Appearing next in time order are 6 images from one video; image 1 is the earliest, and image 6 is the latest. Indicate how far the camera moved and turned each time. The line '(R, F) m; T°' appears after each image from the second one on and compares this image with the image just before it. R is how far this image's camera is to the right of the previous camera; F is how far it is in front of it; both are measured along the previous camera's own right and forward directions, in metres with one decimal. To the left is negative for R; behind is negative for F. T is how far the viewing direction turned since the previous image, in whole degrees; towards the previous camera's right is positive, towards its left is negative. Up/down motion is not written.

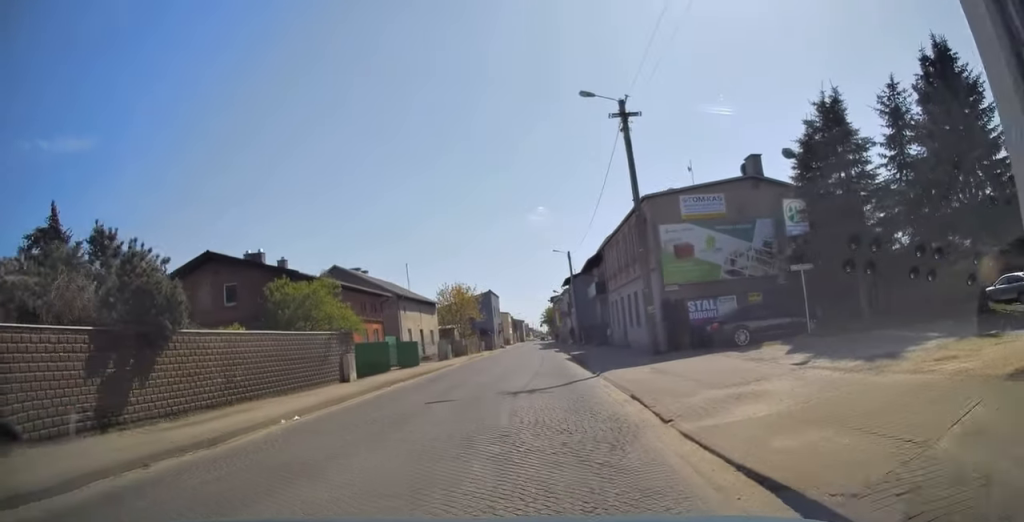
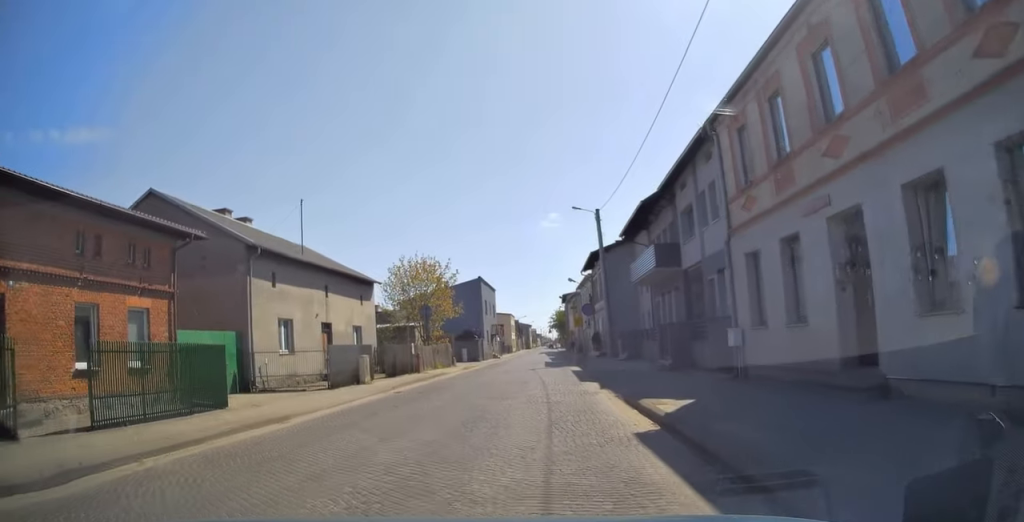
(-0.1, +25.0) m; 0°
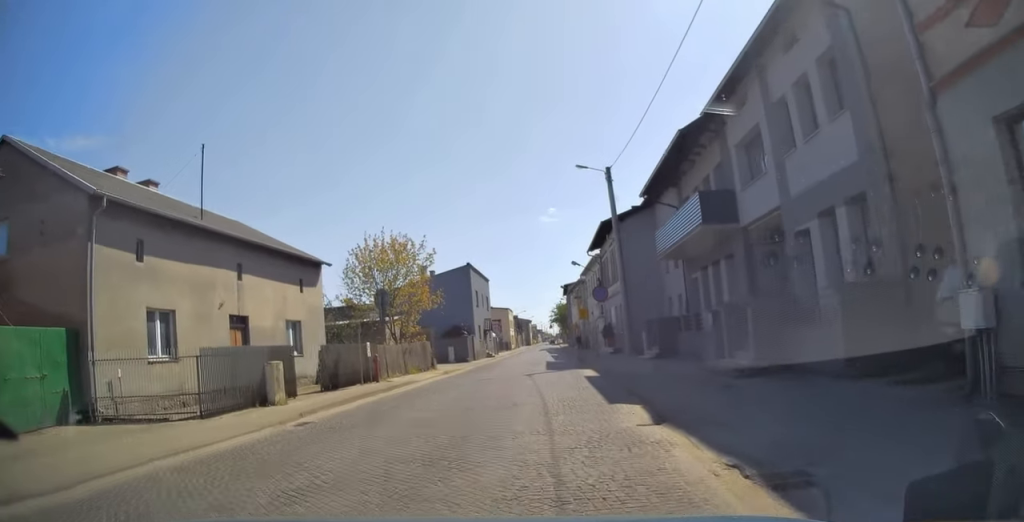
(+0.1, +8.6) m; 0°
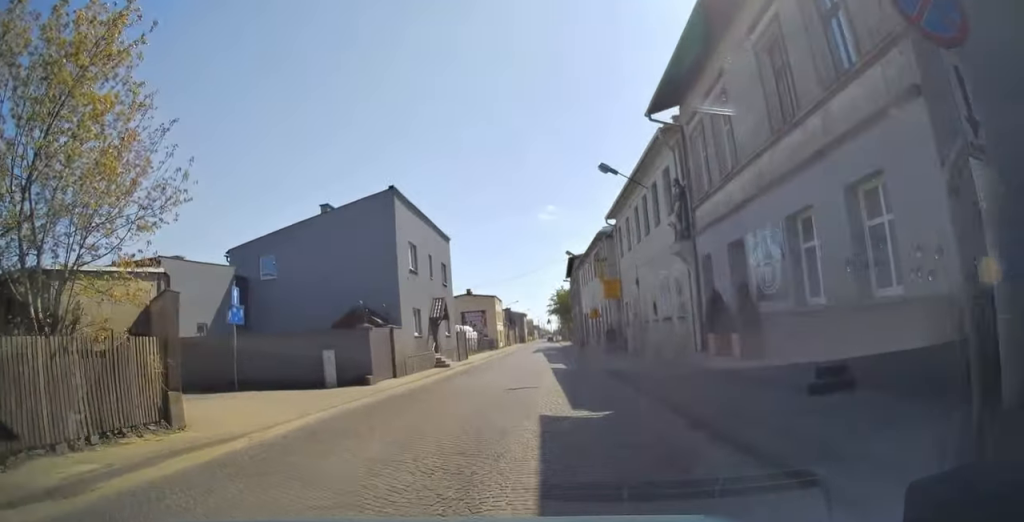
(-0.1, +27.0) m; 0°
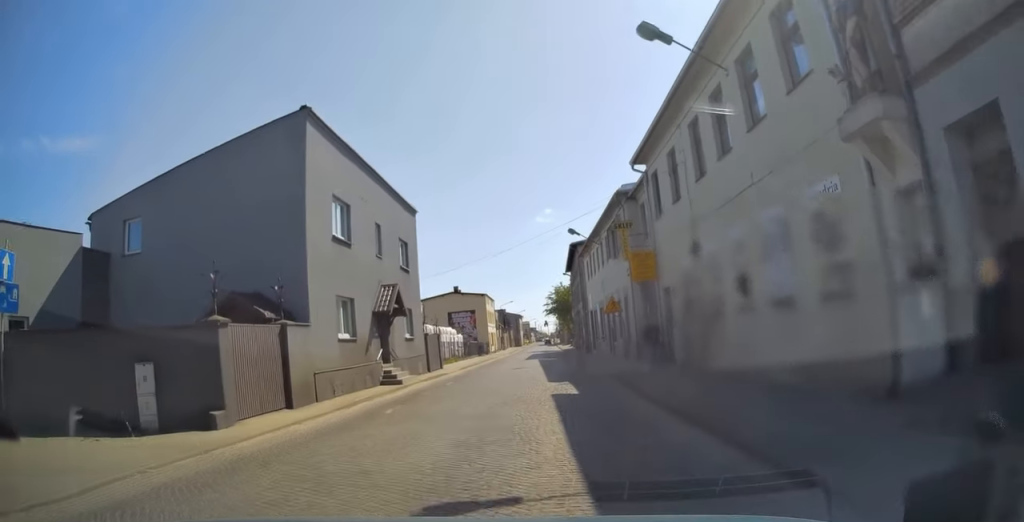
(+0.1, +10.7) m; 0°
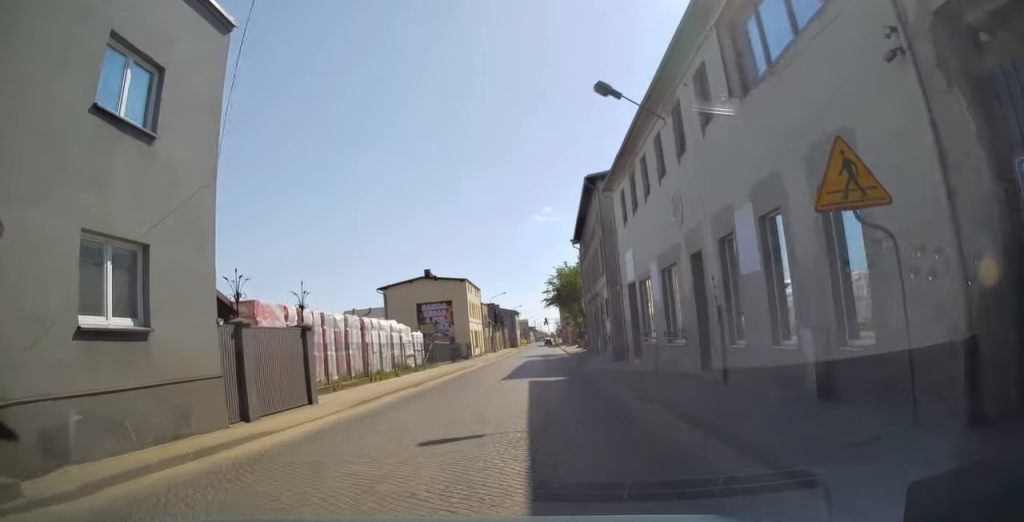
(+0.1, +20.8) m; +1°
